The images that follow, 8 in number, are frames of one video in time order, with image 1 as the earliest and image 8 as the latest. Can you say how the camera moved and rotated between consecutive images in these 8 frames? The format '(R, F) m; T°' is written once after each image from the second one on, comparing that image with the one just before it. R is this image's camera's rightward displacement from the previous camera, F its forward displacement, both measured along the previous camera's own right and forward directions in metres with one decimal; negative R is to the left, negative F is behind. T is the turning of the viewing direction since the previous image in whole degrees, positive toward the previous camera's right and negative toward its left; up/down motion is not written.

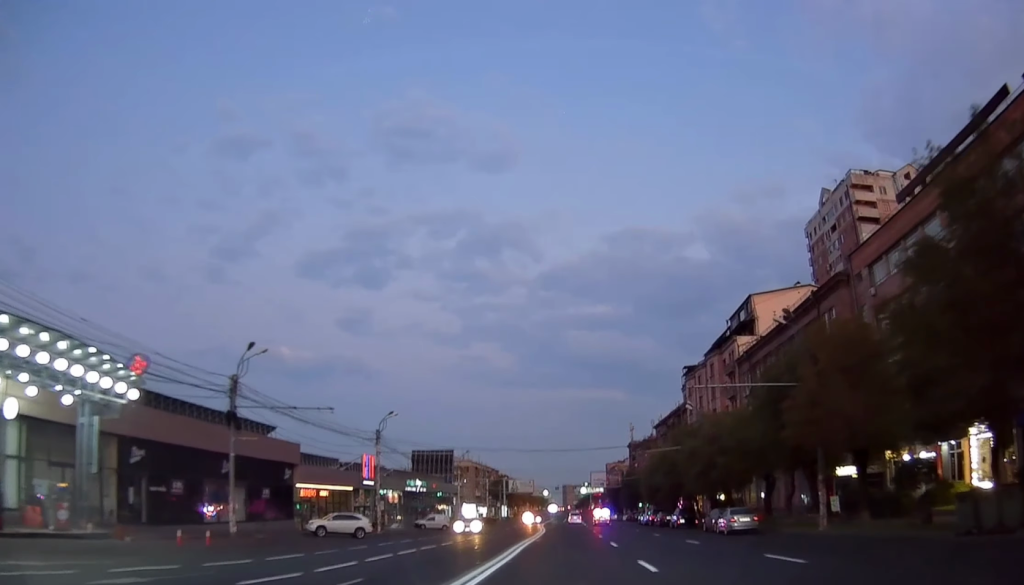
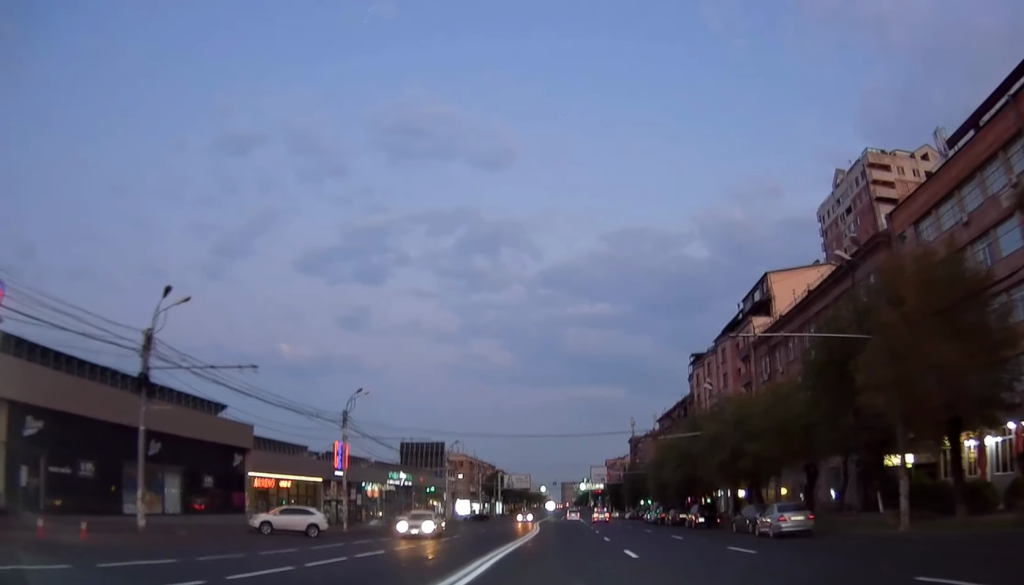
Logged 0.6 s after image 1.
(0.0, +8.3) m; 0°
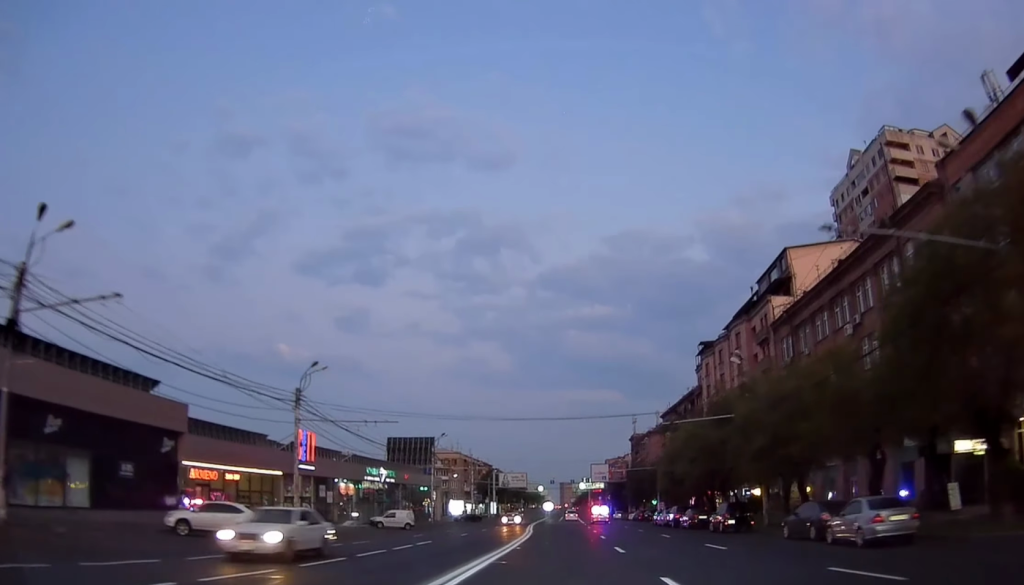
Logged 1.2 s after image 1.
(0.0, +8.8) m; 0°
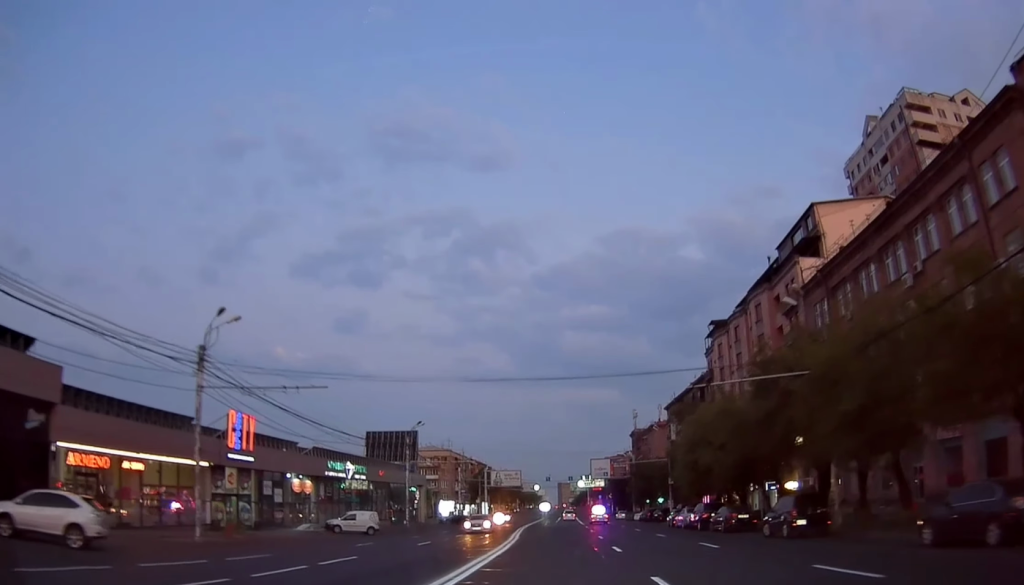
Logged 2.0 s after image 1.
(0.0, +11.8) m; 0°
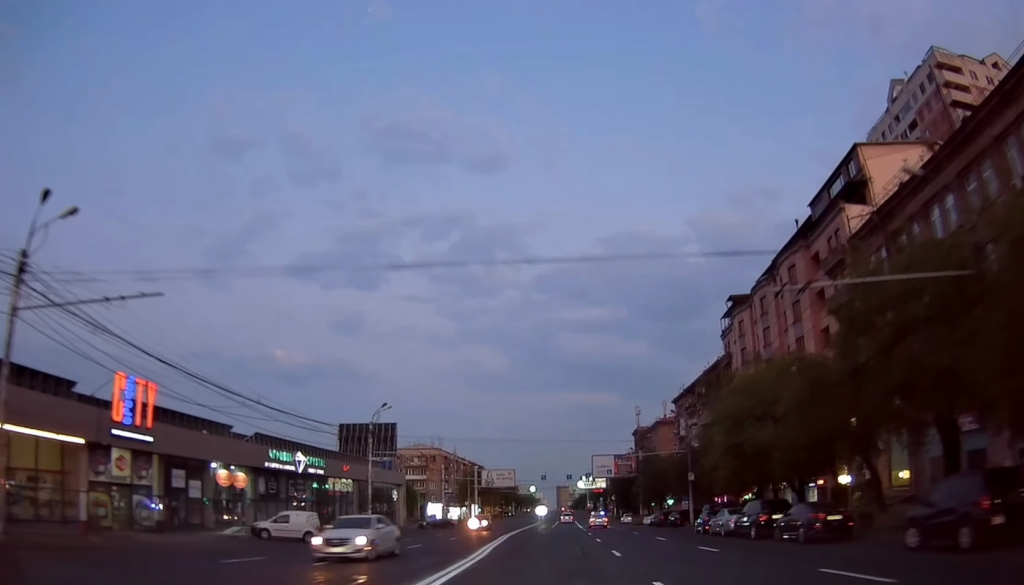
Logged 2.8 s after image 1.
(0.0, +12.6) m; 0°
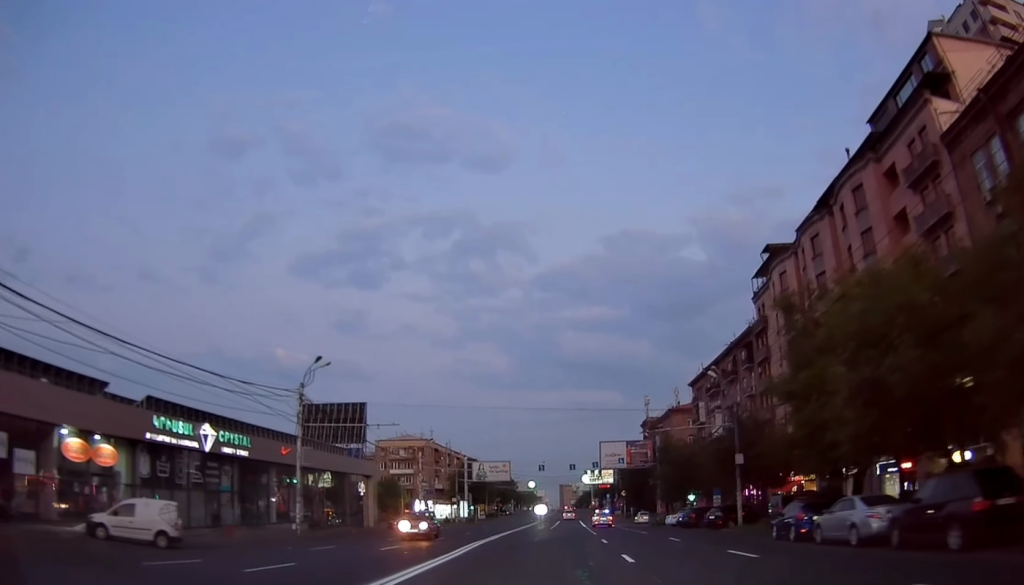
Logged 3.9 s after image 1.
(0.0, +16.5) m; 0°
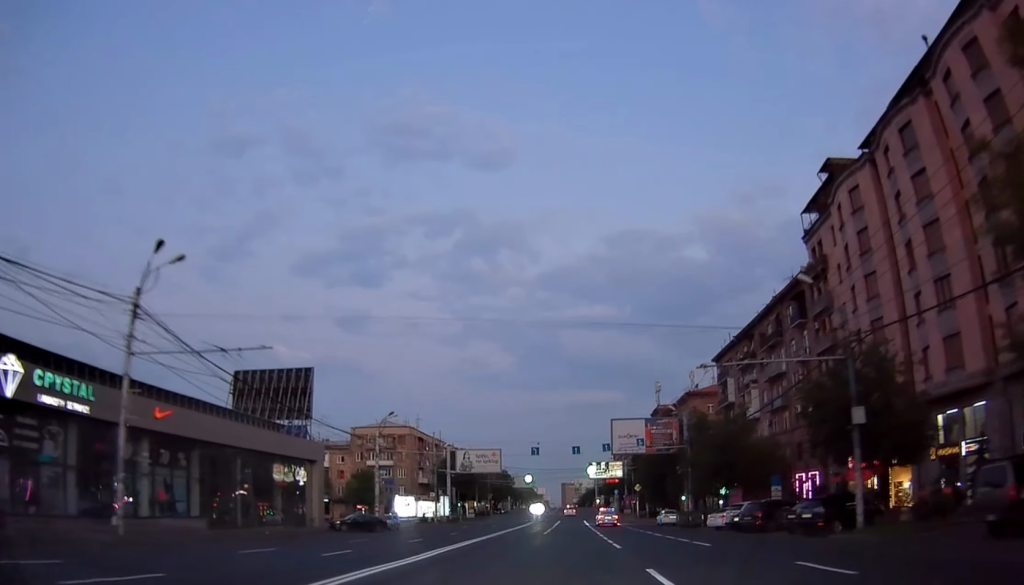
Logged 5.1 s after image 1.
(0.0, +18.4) m; 0°
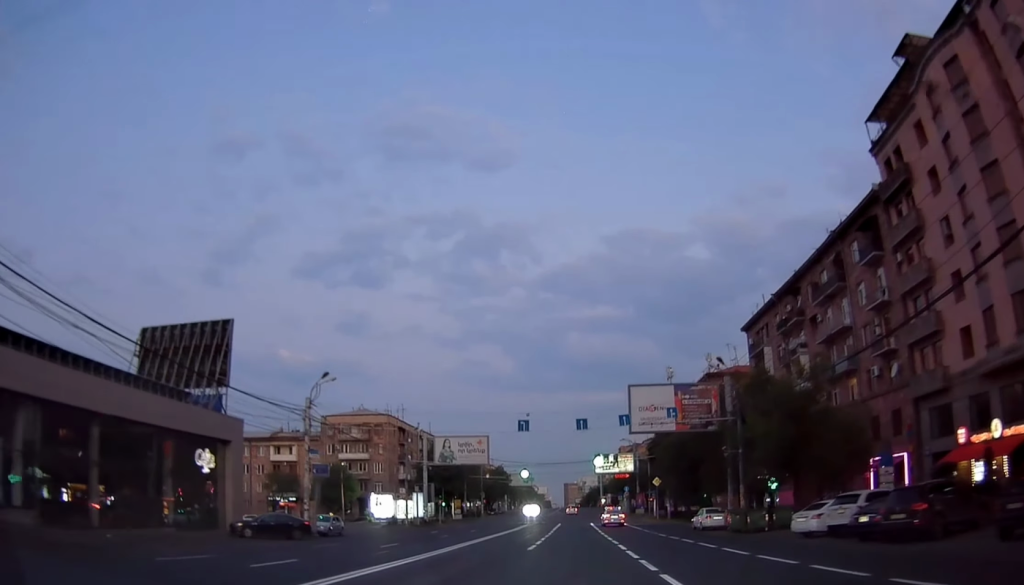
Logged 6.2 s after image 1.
(0.0, +17.0) m; 0°
